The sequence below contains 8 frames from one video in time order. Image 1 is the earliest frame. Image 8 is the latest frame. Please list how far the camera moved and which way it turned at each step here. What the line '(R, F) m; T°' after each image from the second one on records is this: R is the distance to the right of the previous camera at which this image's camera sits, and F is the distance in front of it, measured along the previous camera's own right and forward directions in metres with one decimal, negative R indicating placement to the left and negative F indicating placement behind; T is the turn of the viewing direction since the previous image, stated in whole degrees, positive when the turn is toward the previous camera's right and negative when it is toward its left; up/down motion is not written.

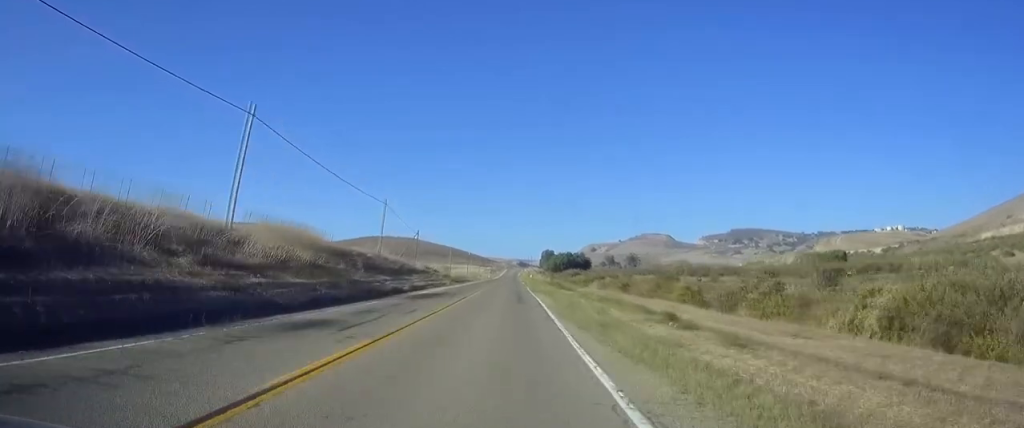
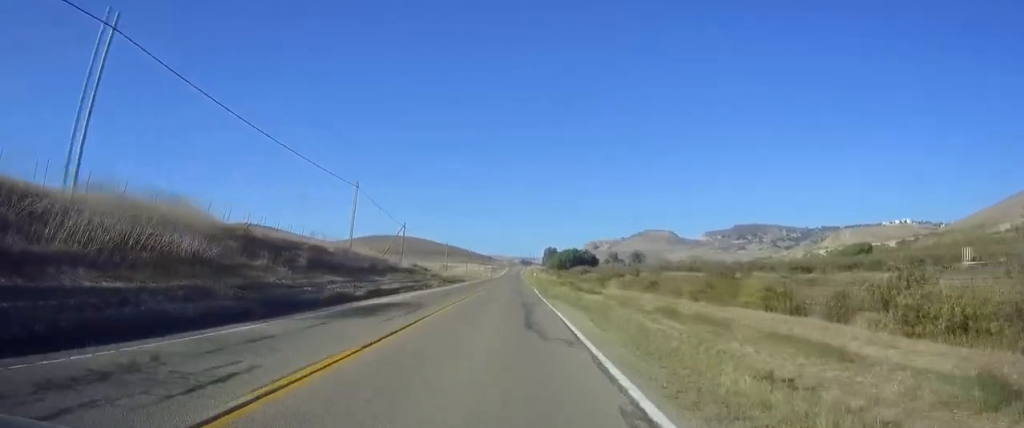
(-0.1, +16.4) m; 0°
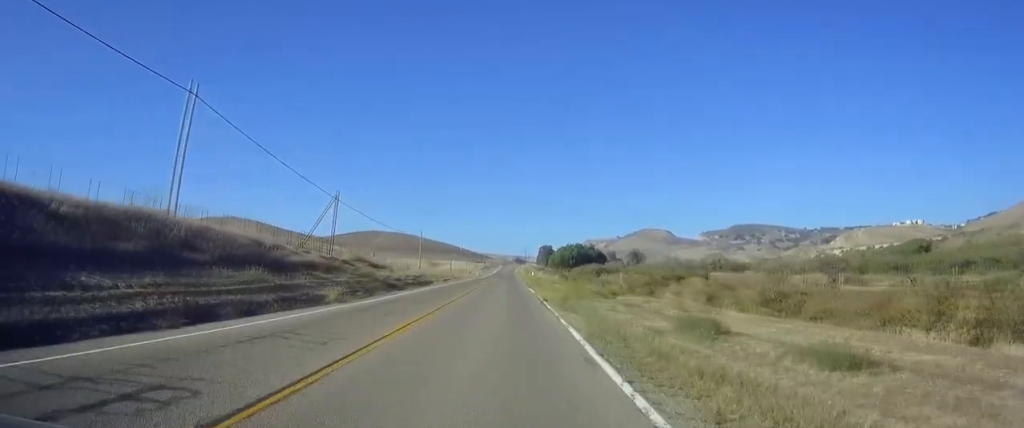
(+0.3, +36.3) m; 0°
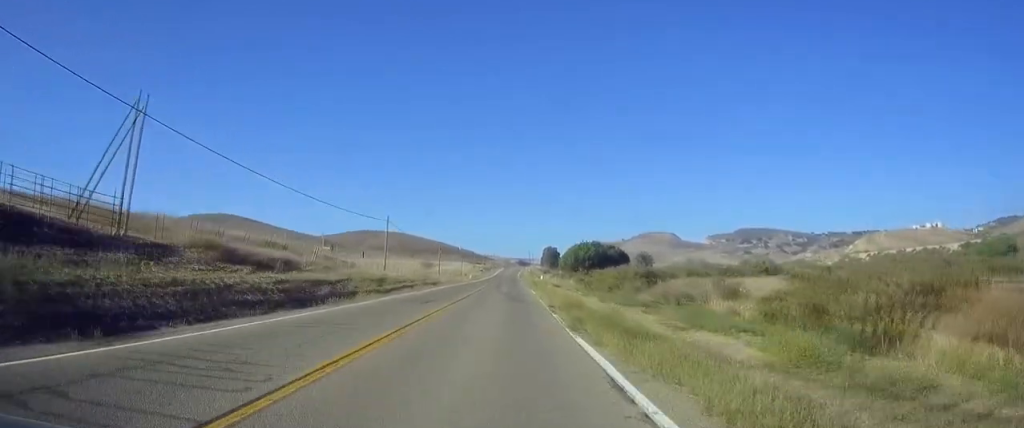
(-0.2, +36.8) m; 0°
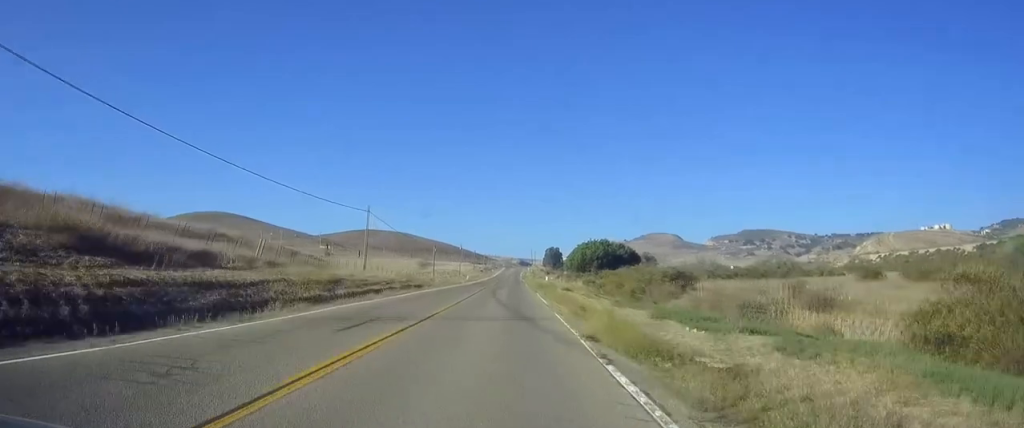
(+0.1, +13.1) m; 0°
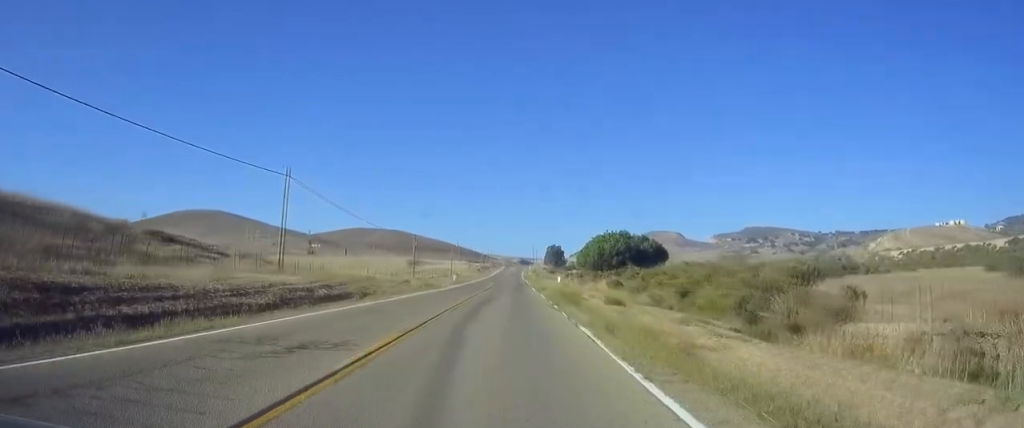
(+0.2, +28.3) m; +1°
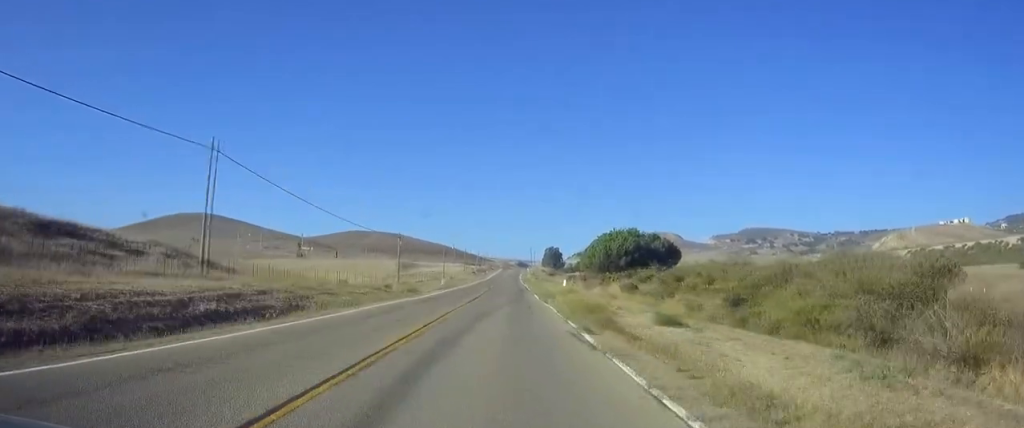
(0.0, +12.3) m; 0°
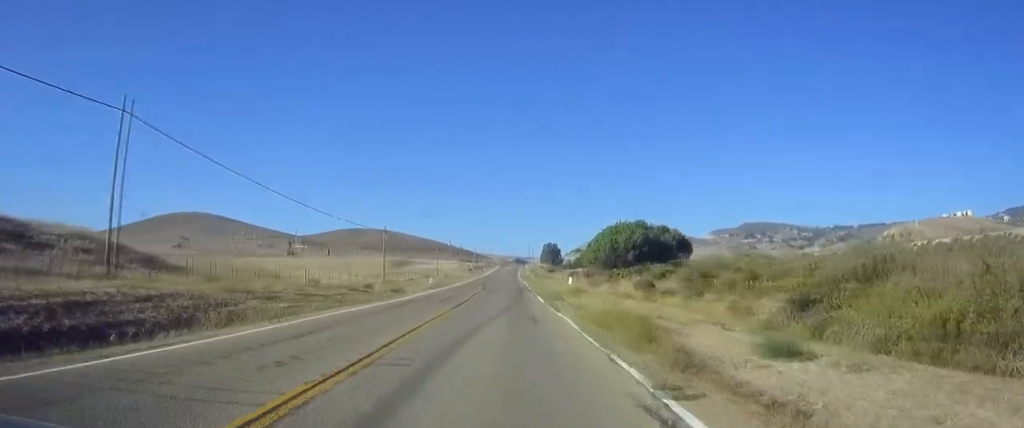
(0.0, +9.4) m; 0°
